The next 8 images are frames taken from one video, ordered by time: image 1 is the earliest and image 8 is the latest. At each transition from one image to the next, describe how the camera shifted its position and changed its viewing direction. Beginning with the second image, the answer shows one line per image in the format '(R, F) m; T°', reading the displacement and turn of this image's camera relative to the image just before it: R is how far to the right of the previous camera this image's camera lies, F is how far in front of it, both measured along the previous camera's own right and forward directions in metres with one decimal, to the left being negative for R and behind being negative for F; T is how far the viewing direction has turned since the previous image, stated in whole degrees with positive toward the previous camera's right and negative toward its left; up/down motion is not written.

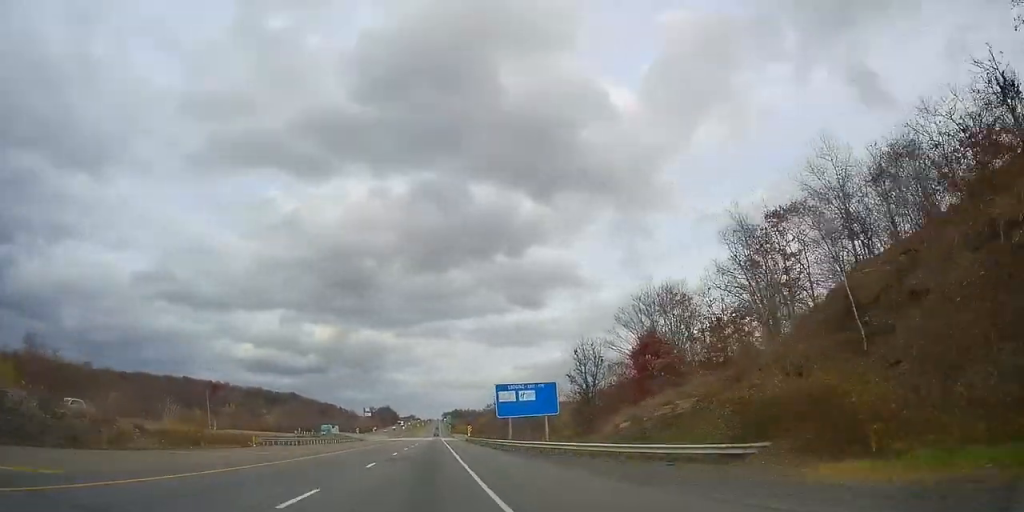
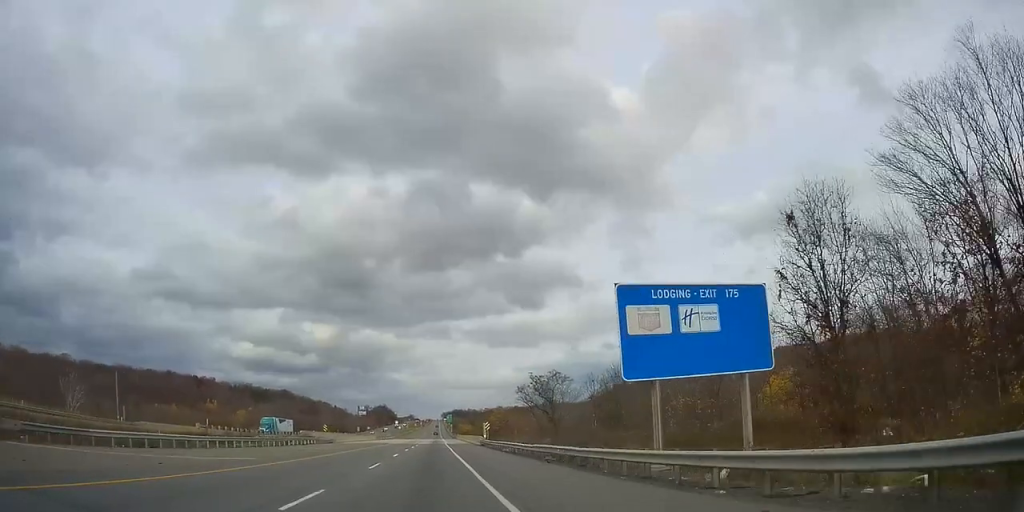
(0.0, +36.6) m; +1°
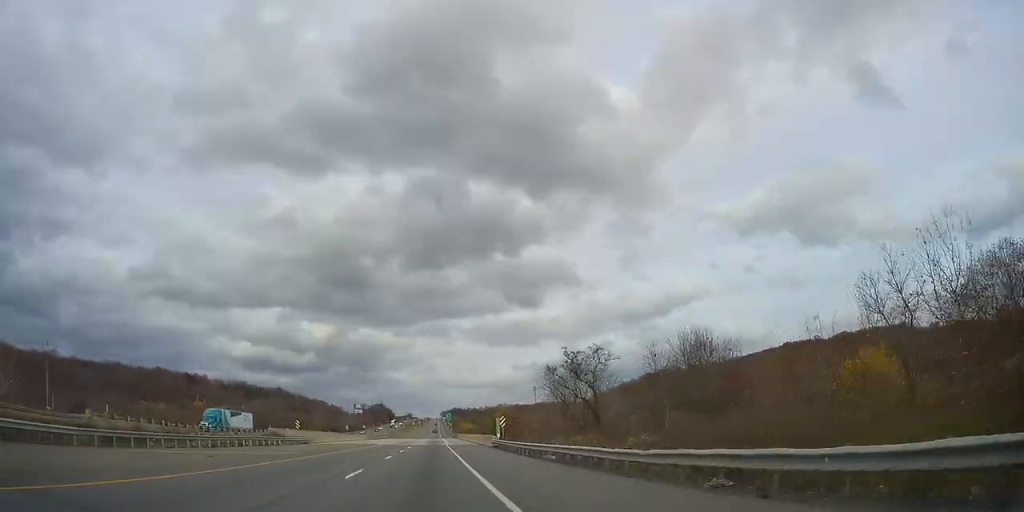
(+0.1, +17.3) m; +1°
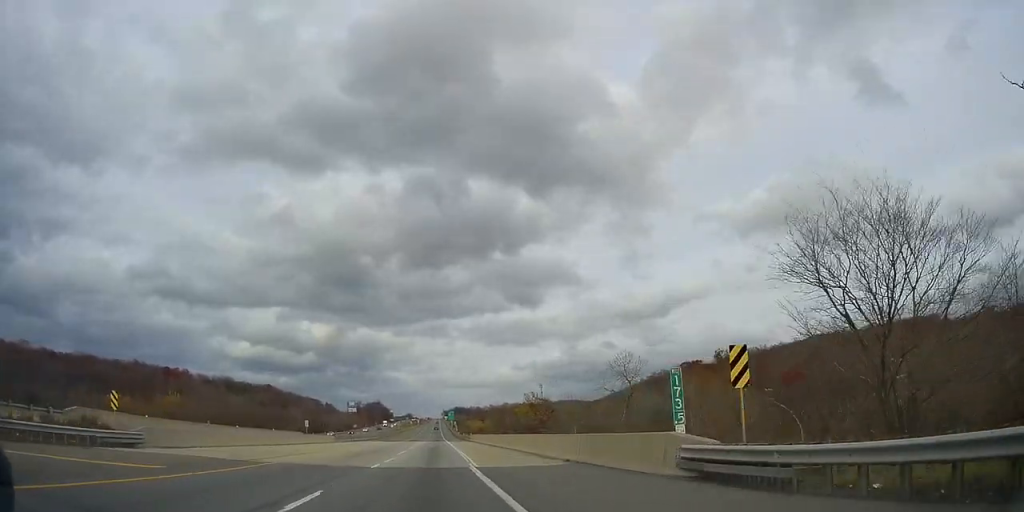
(+0.4, +43.7) m; 0°
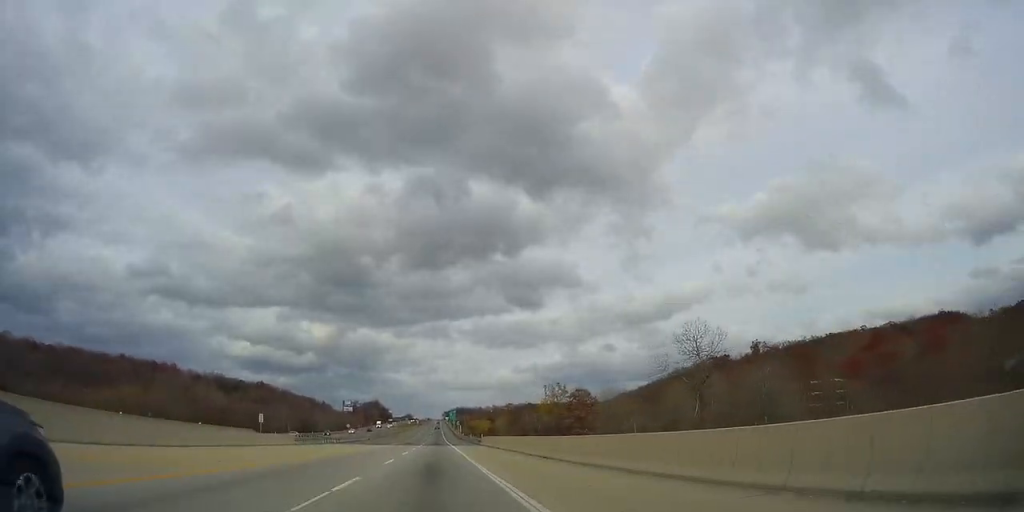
(-0.2, +24.9) m; -1°
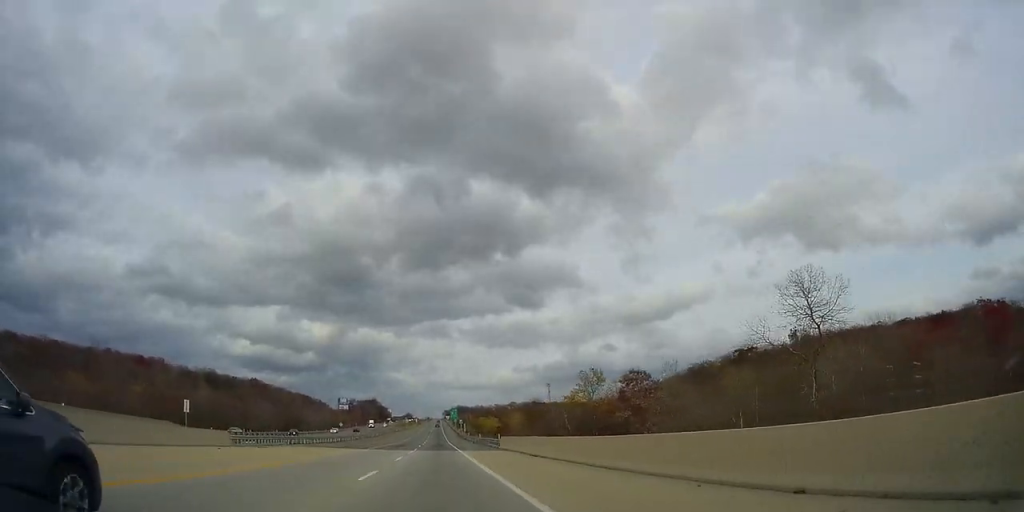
(-0.2, +21.4) m; 0°
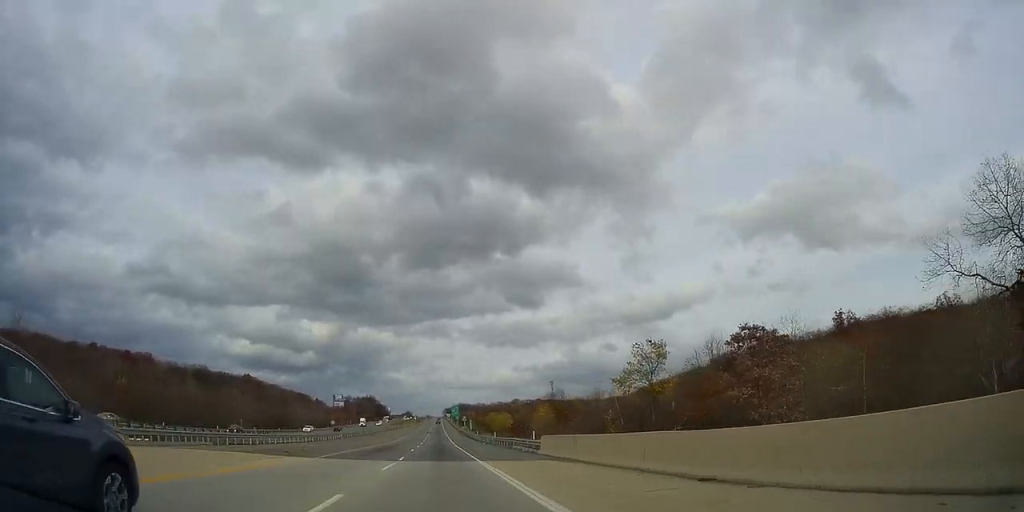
(-0.3, +20.8) m; 0°
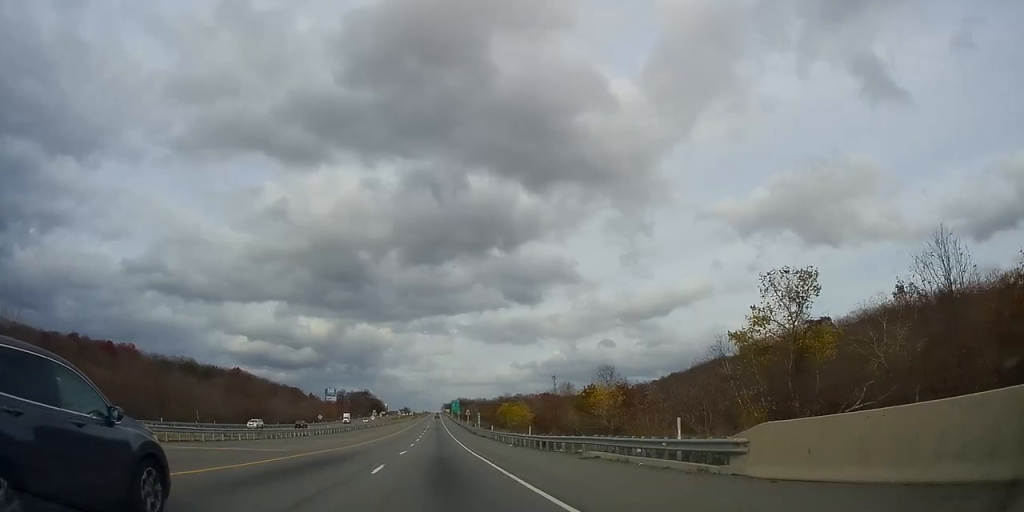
(+0.5, +23.7) m; +1°
